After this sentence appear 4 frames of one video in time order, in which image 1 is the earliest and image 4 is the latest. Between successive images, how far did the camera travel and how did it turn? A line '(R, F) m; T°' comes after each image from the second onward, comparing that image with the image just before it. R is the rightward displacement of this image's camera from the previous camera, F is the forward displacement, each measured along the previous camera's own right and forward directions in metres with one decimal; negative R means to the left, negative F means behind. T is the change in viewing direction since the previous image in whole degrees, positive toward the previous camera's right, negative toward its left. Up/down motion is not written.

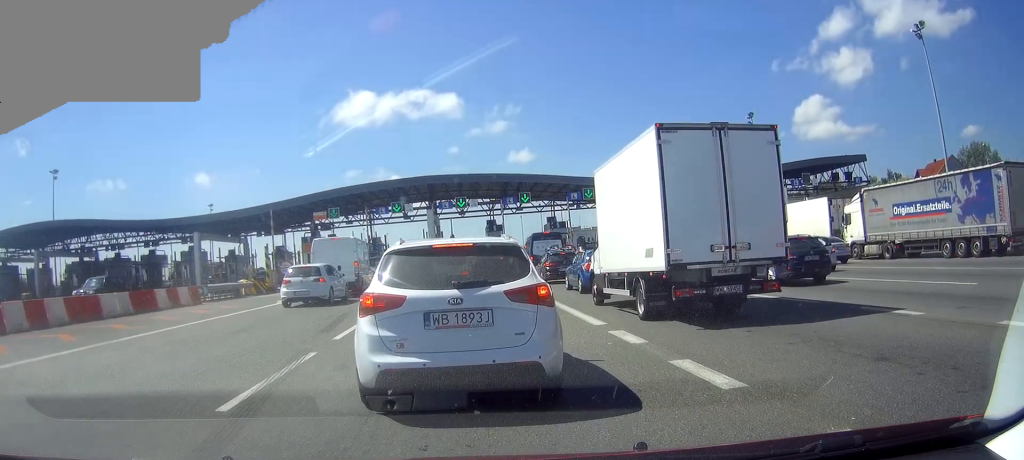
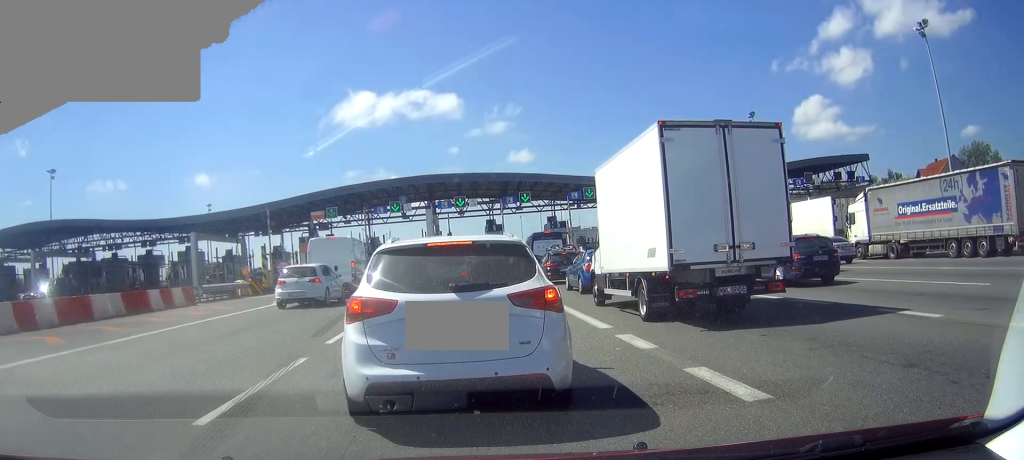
(+0.1, +0.4) m; 0°
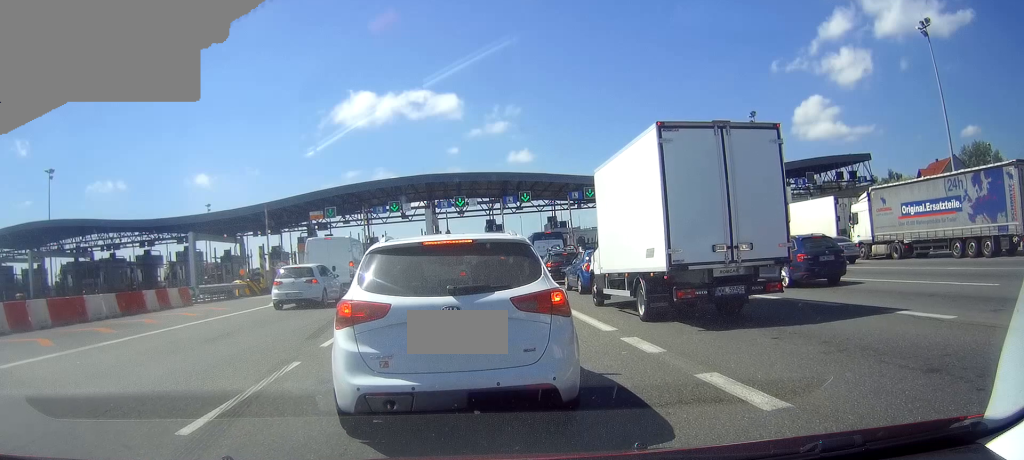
(+0.1, -0.1) m; 0°
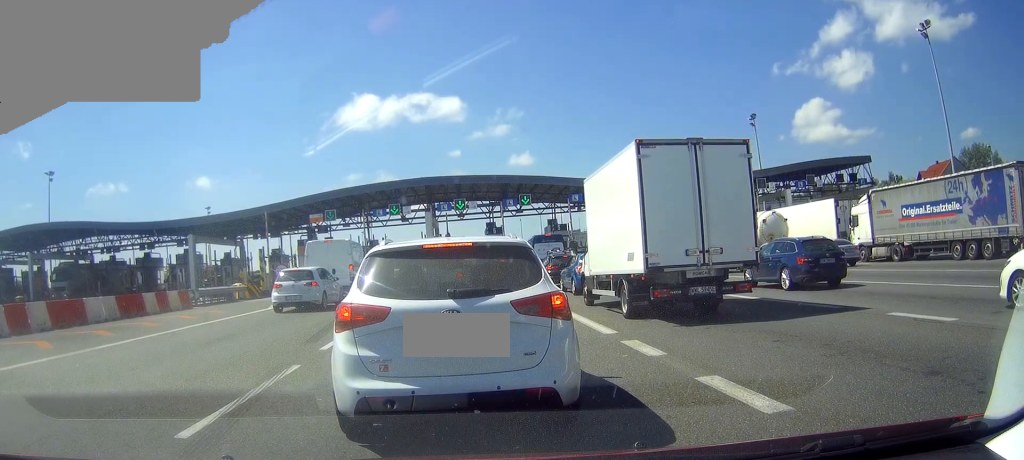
(+0.1, -0.1) m; 0°
